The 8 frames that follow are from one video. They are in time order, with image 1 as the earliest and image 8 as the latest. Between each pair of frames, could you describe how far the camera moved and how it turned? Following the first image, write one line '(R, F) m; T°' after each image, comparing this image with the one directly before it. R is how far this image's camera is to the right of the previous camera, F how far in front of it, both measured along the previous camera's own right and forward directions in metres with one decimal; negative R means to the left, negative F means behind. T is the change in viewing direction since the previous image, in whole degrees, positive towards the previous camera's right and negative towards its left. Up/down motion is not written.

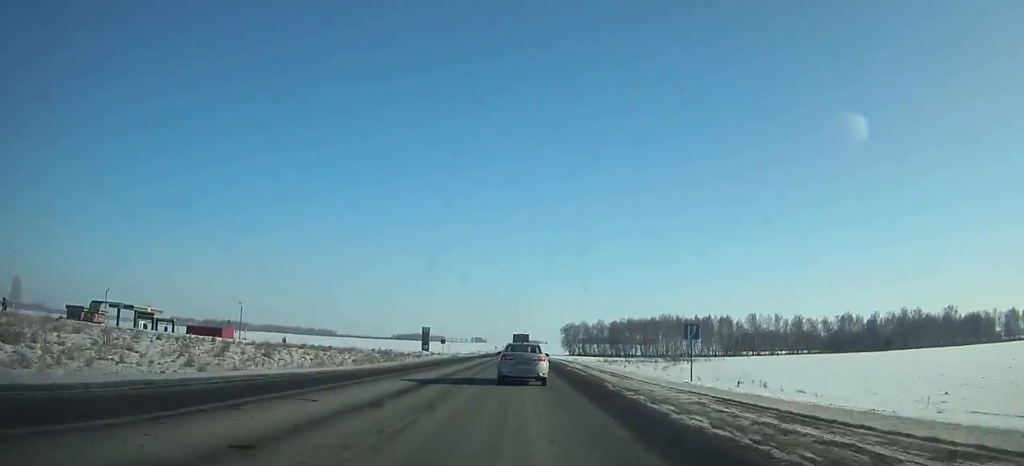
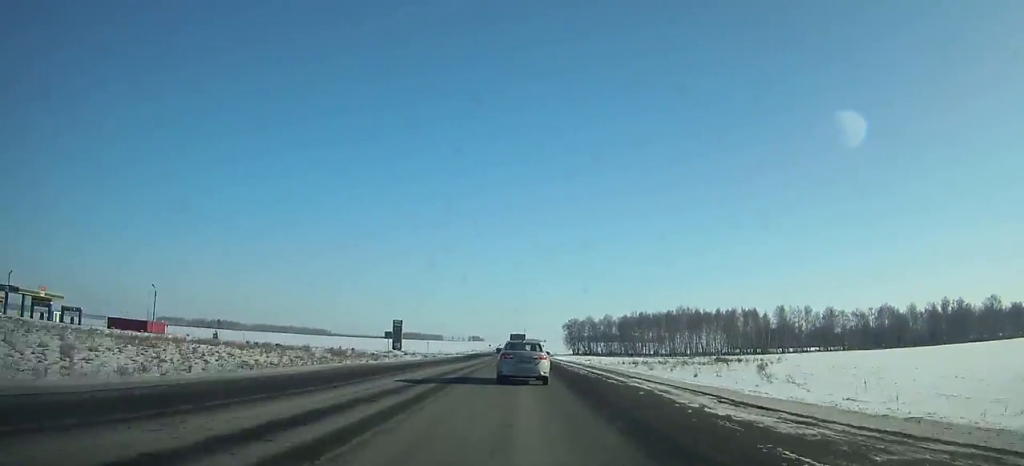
(0.0, +36.3) m; 0°
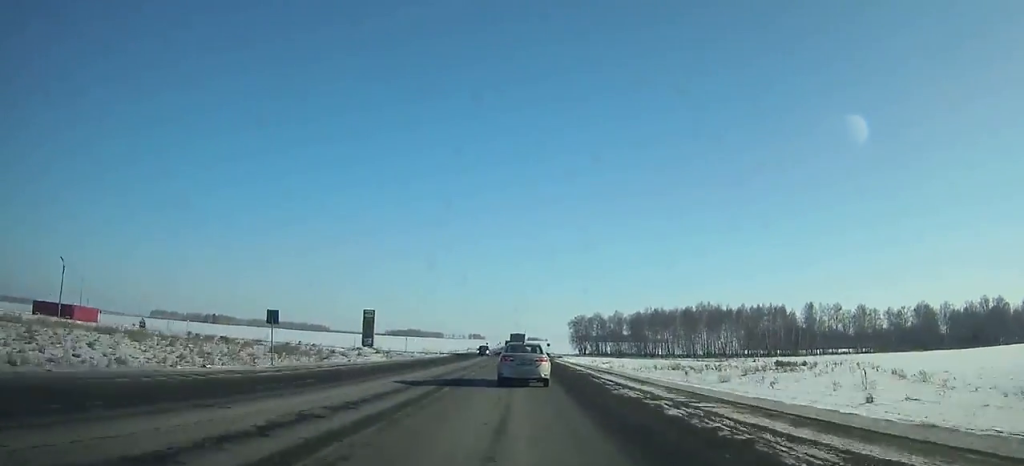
(0.0, +25.7) m; 0°
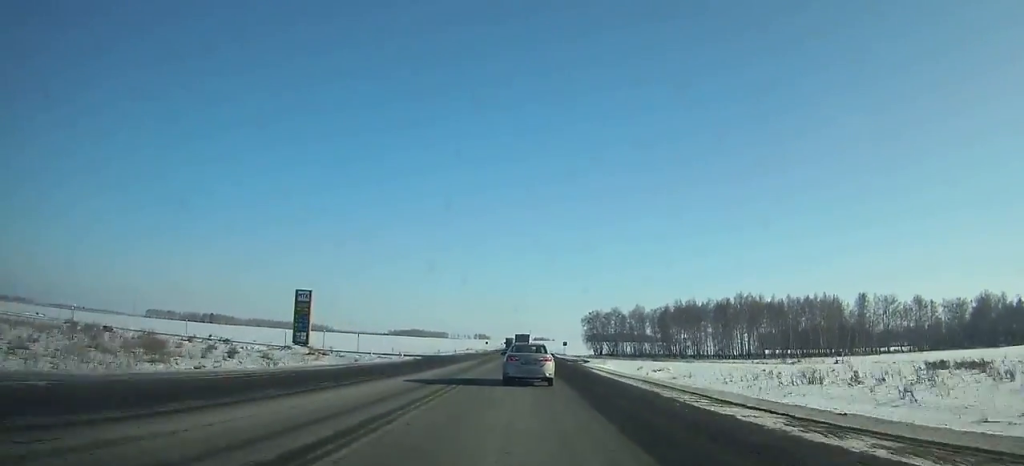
(0.0, +35.7) m; 0°
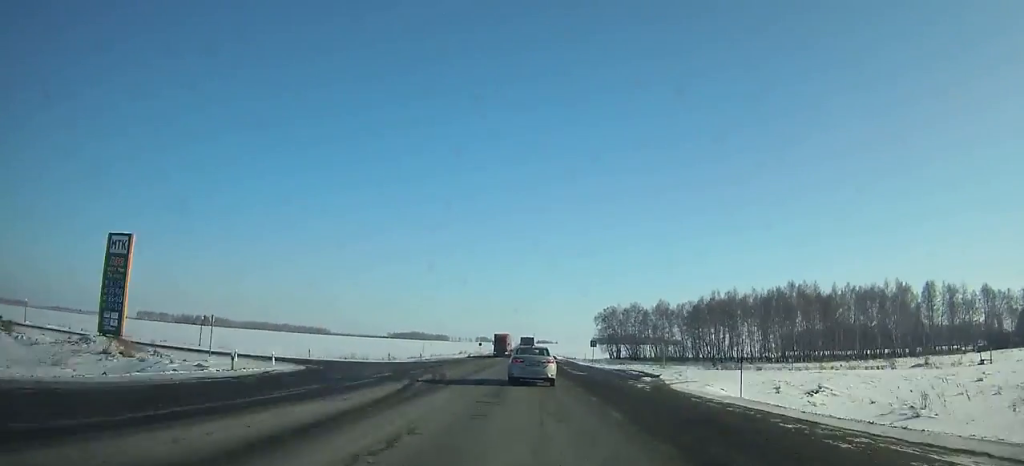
(0.0, +37.4) m; 0°
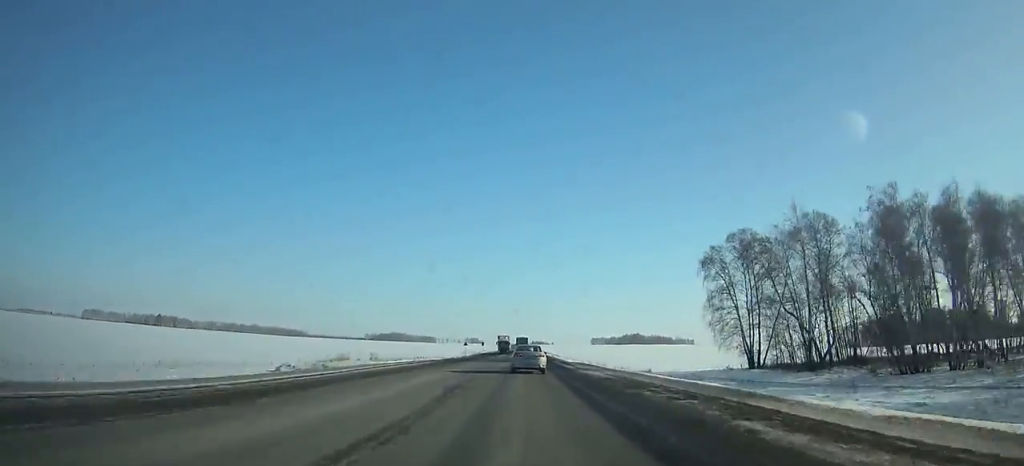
(+0.3, +133.2) m; 0°
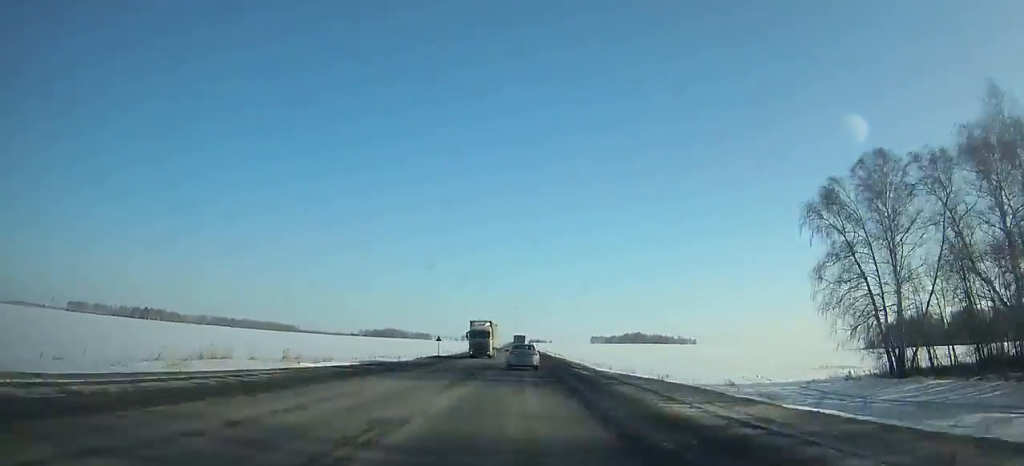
(+0.1, +32.5) m; 0°
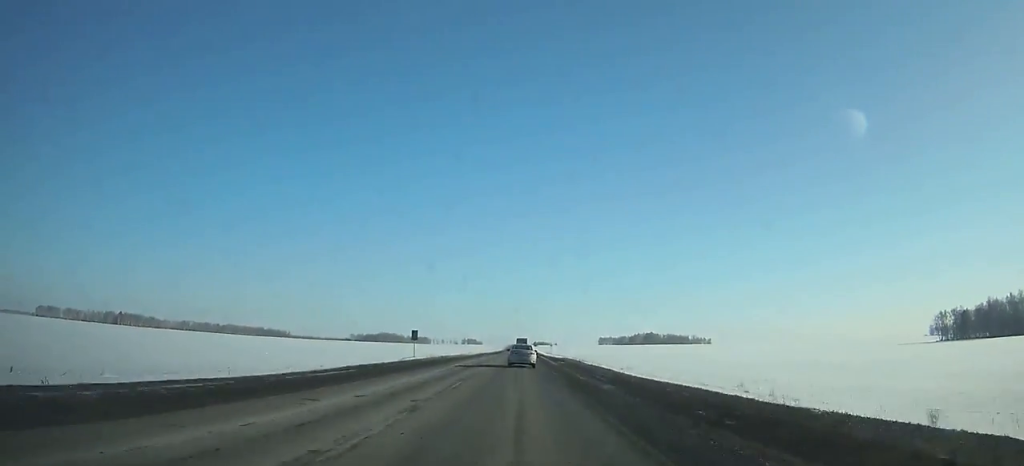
(-0.1, +78.2) m; 0°
